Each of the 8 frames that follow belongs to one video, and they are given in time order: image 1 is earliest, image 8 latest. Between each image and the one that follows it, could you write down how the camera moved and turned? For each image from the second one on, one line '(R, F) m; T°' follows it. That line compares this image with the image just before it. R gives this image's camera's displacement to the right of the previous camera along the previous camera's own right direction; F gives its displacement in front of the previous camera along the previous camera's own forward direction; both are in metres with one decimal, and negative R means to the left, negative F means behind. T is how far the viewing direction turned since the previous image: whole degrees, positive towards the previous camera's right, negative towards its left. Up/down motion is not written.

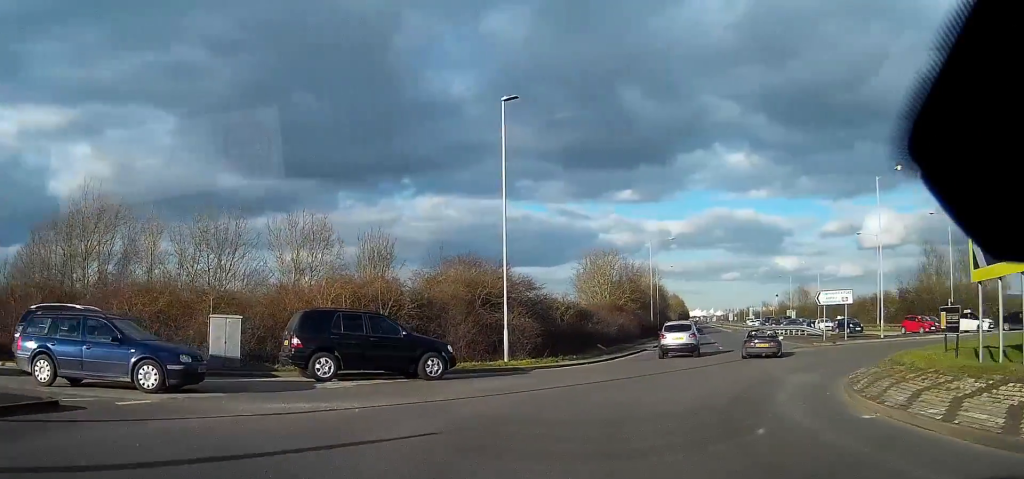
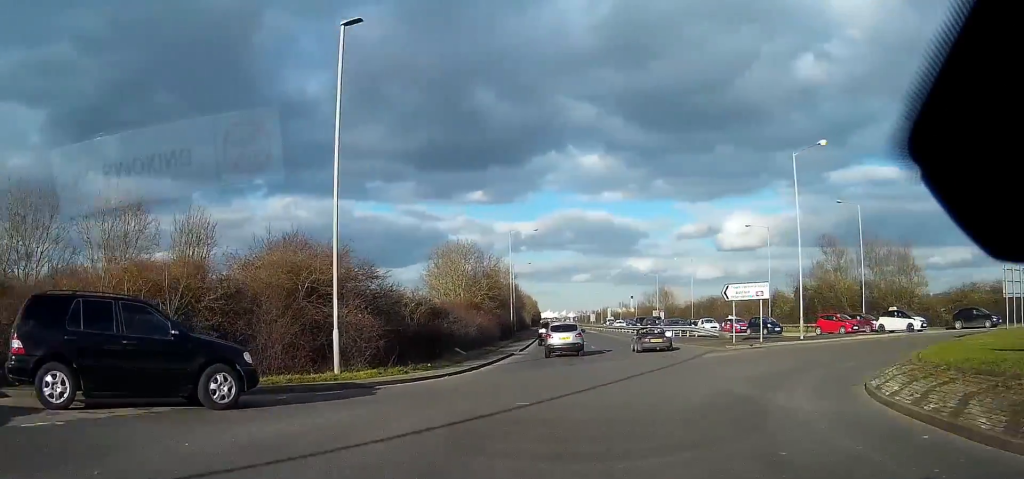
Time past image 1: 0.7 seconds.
(+0.6, +7.3) m; +8°
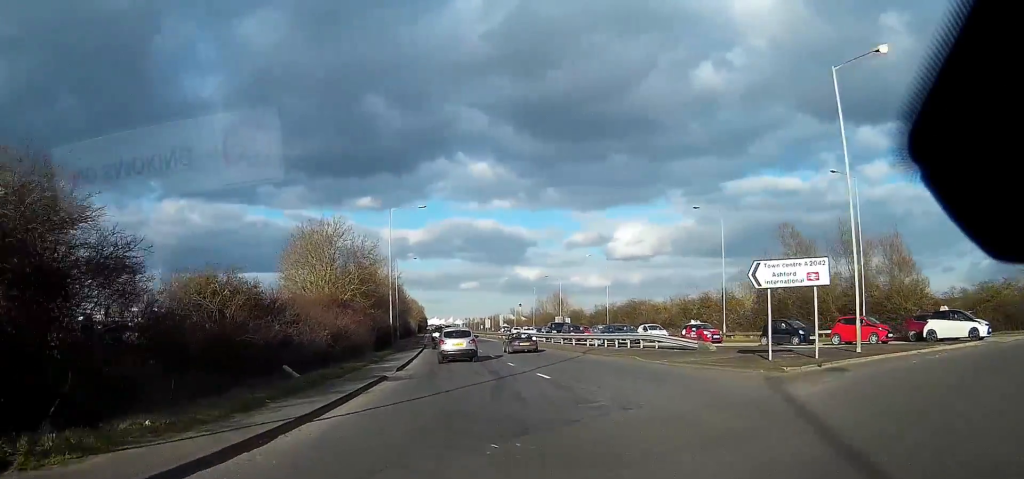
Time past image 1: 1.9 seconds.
(+1.9, +15.5) m; +11°
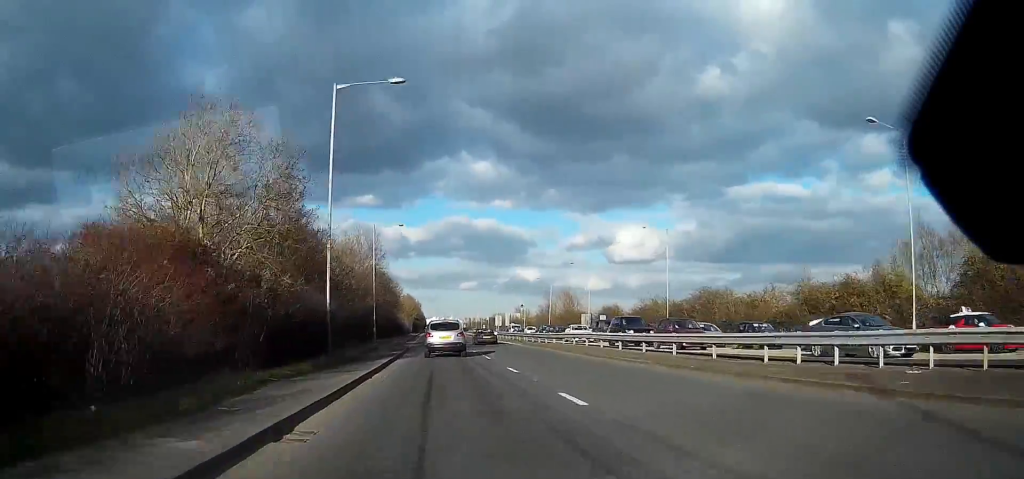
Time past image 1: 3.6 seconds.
(+1.5, +26.8) m; +3°
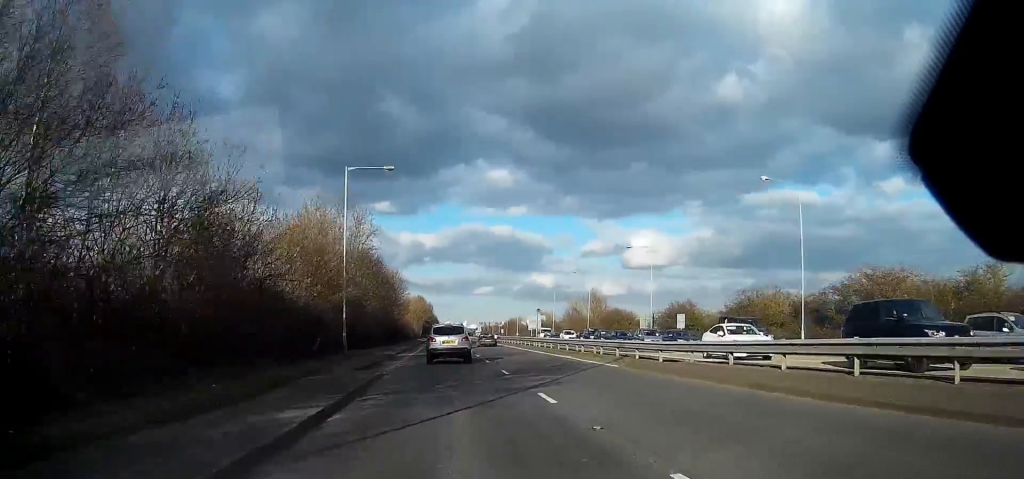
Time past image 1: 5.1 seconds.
(-0.2, +25.9) m; -1°
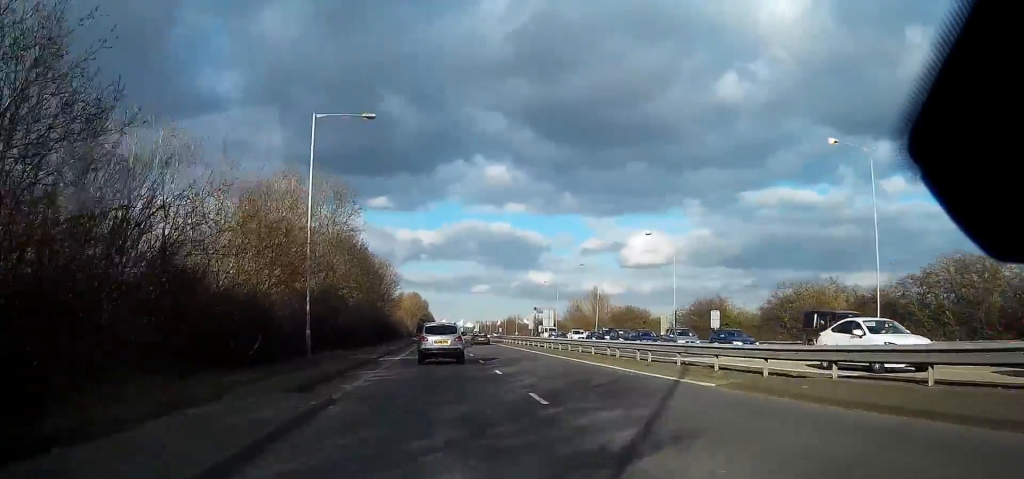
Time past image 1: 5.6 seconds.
(0.0, +9.7) m; -1°
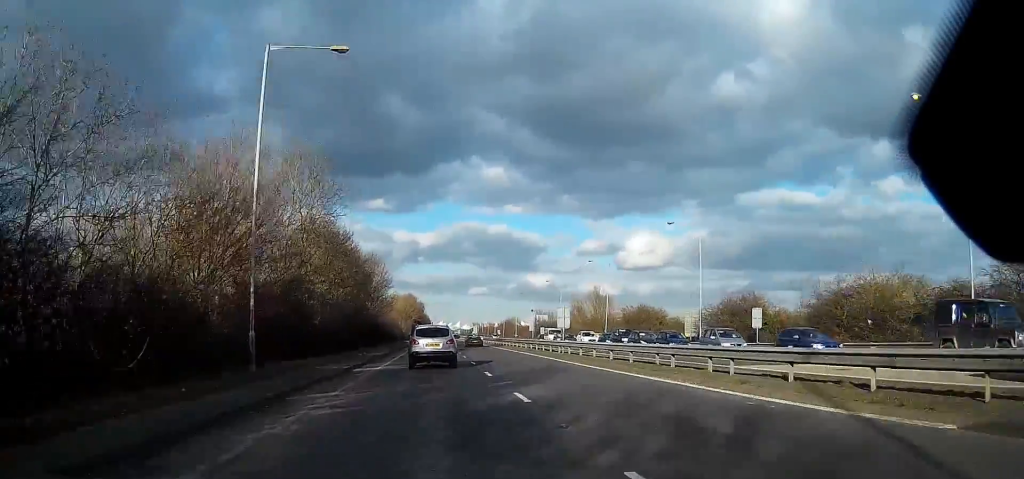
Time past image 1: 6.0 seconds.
(0.0, +8.5) m; -1°
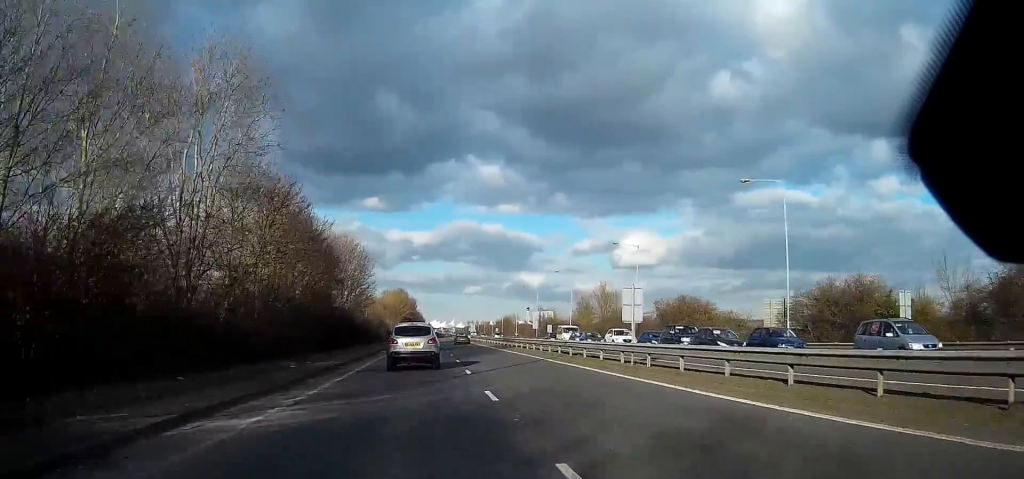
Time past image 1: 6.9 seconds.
(-0.2, +17.7) m; 0°
